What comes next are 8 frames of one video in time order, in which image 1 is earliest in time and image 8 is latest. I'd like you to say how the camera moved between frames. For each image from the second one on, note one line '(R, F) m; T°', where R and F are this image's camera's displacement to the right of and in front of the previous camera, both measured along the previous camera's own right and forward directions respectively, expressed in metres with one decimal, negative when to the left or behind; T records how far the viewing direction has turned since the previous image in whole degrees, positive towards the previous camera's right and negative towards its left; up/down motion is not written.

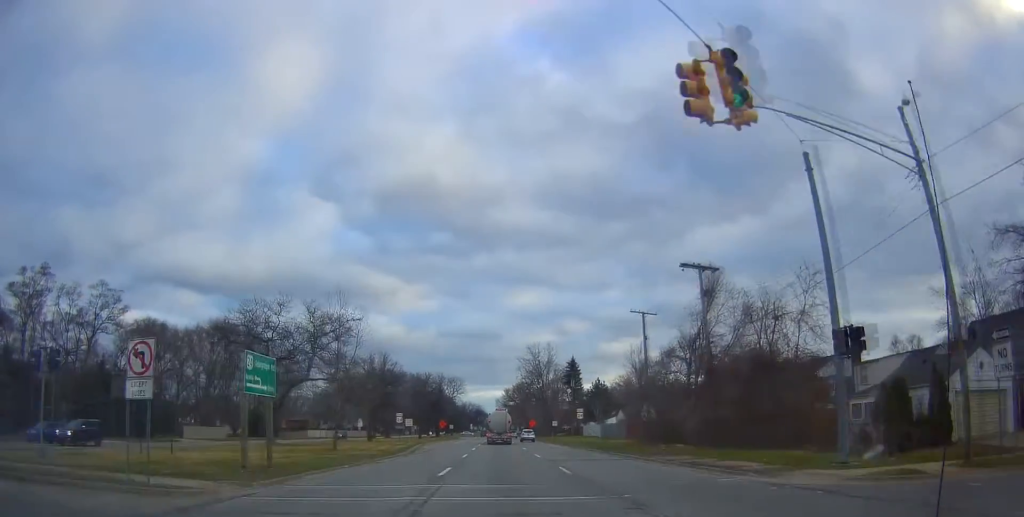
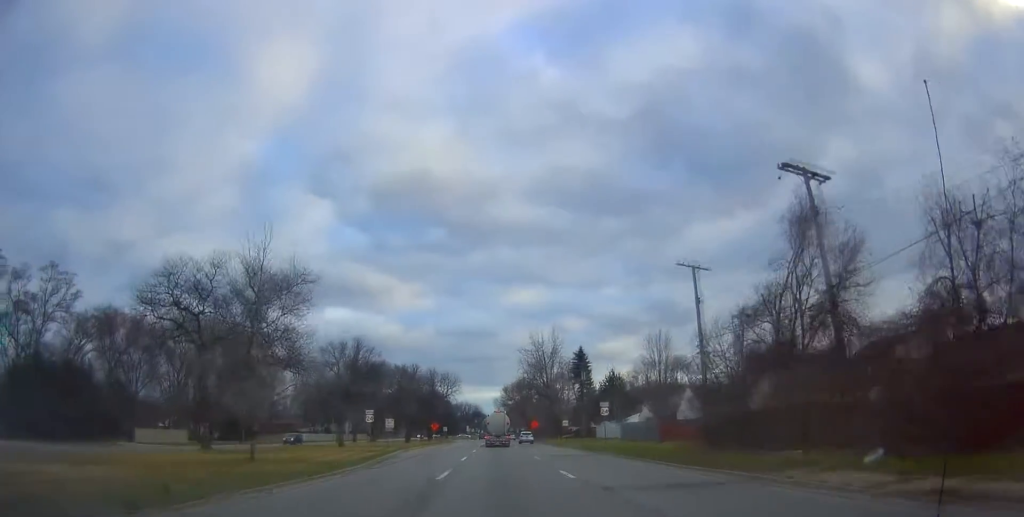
(-0.1, +12.9) m; 0°
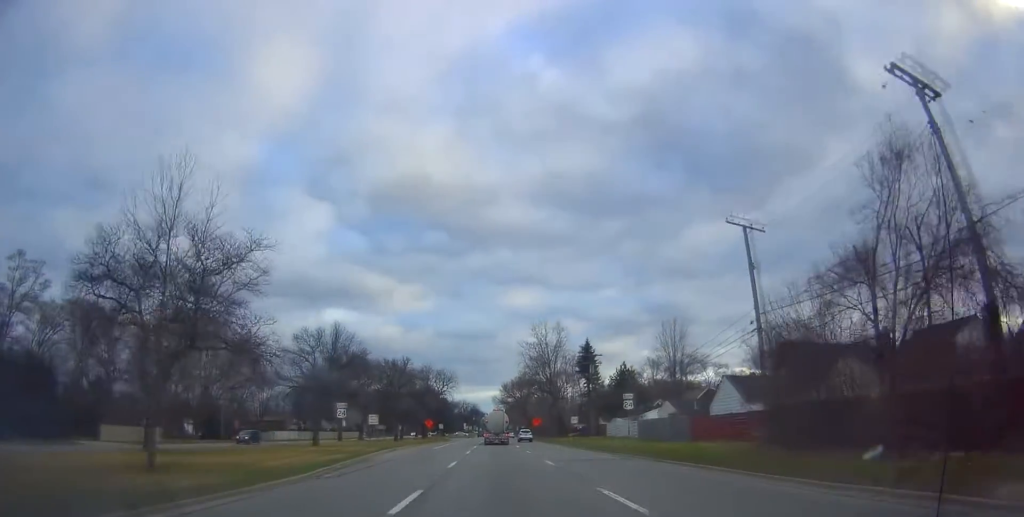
(-0.2, +7.8) m; 0°
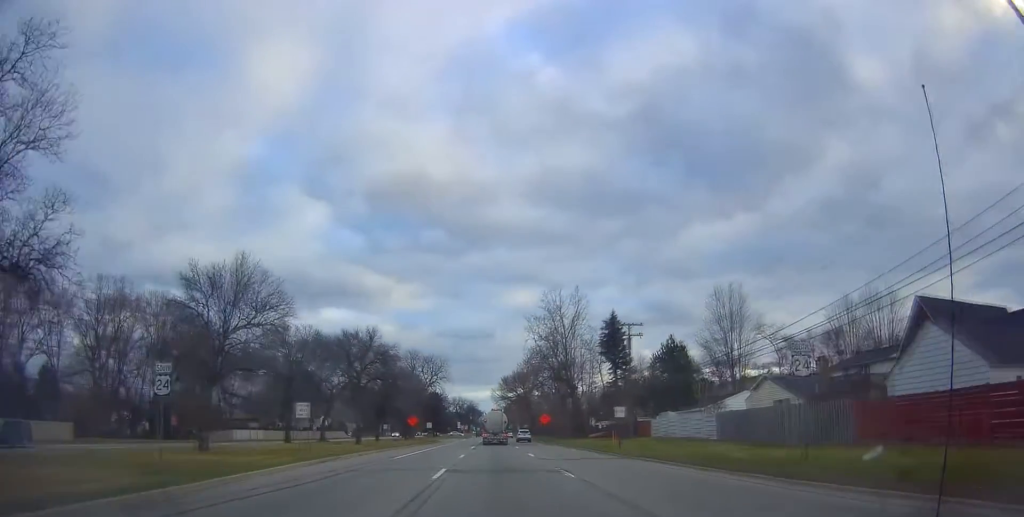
(+0.2, +20.3) m; +1°
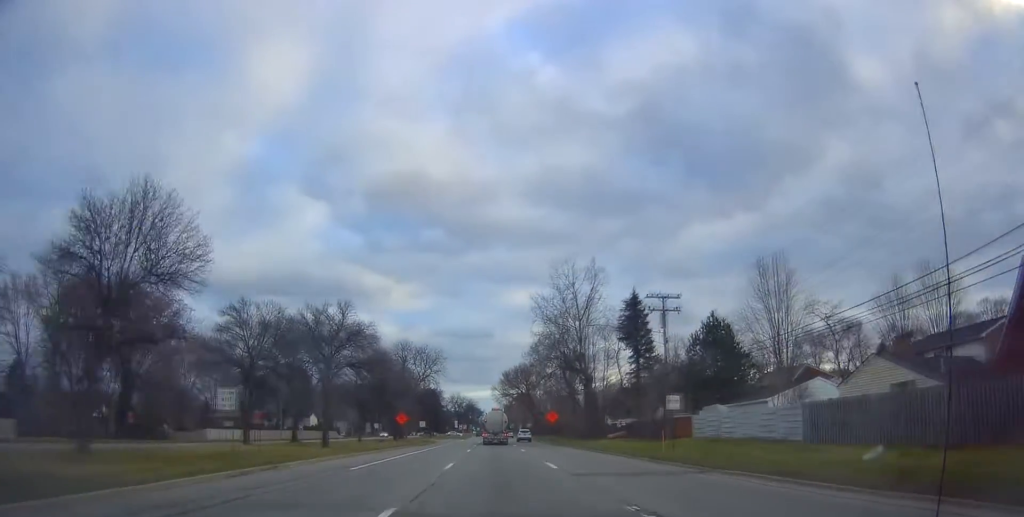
(+0.1, +10.5) m; 0°
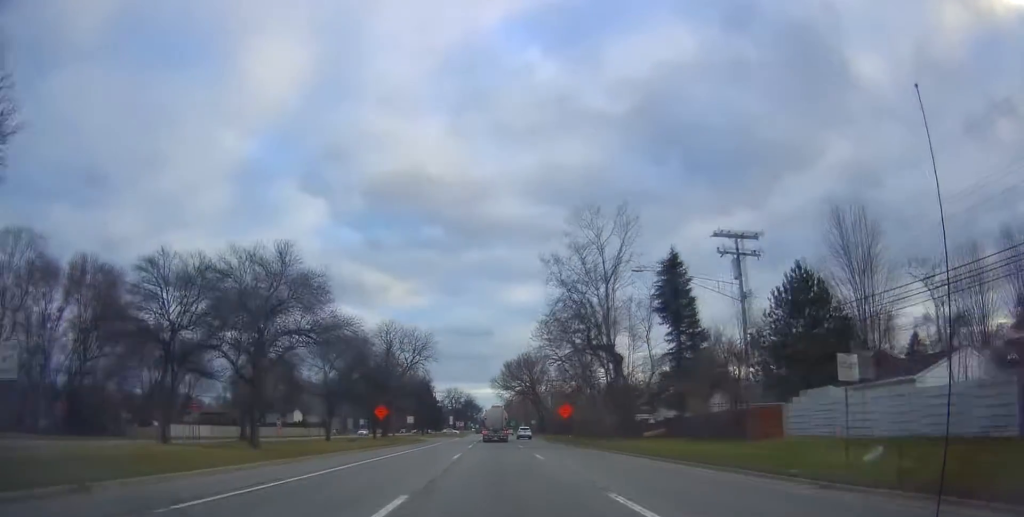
(0.0, +13.2) m; 0°
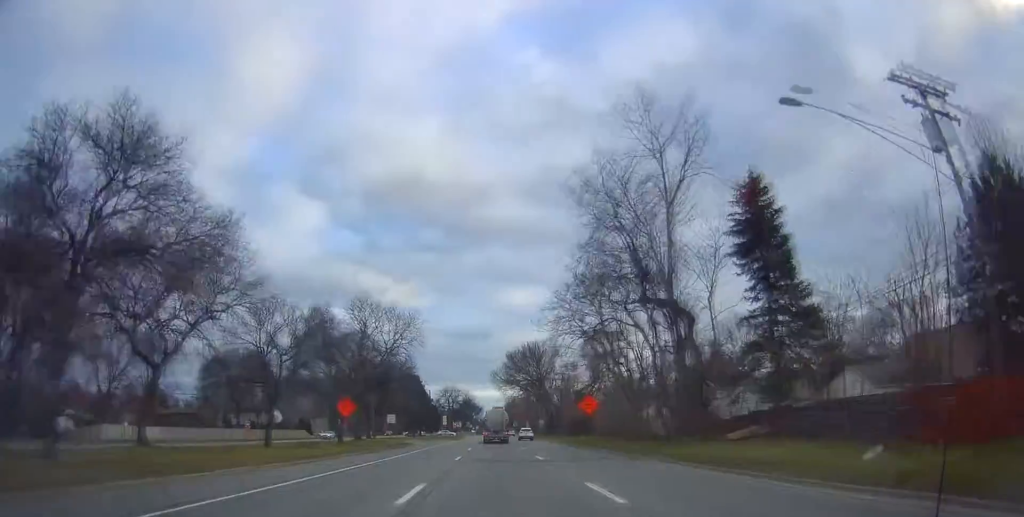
(0.0, +15.9) m; -2°
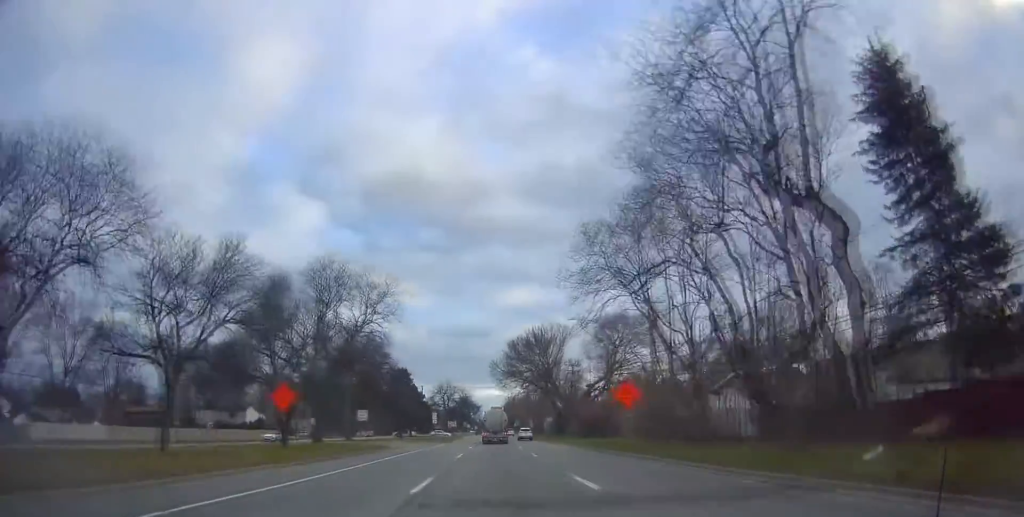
(-0.3, +13.9) m; -1°
